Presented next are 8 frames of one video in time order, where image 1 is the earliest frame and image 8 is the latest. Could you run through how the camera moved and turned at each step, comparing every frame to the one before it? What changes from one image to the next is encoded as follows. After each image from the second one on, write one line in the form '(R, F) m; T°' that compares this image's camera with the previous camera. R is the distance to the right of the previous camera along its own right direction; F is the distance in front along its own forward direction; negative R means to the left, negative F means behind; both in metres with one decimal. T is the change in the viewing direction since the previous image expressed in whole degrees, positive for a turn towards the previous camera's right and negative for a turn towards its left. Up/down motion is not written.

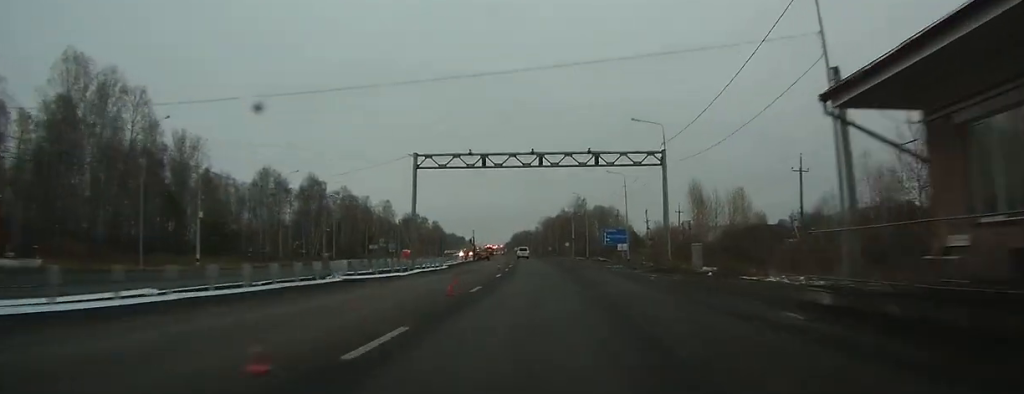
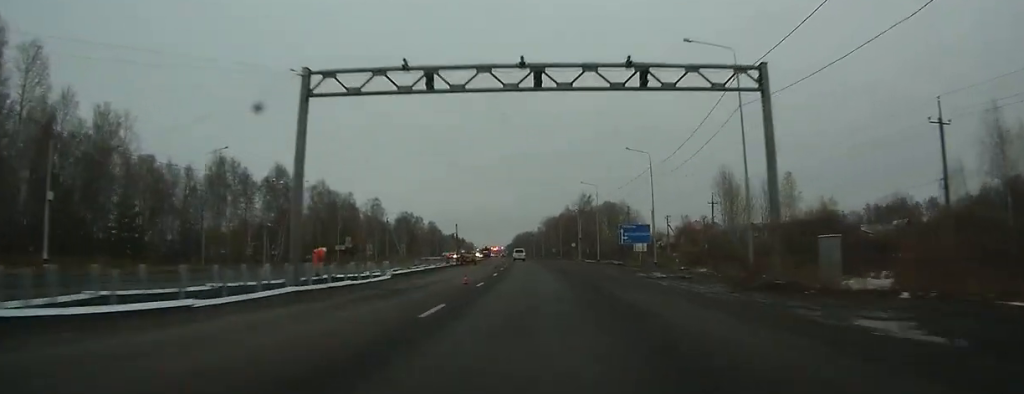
(-0.2, +19.1) m; 0°
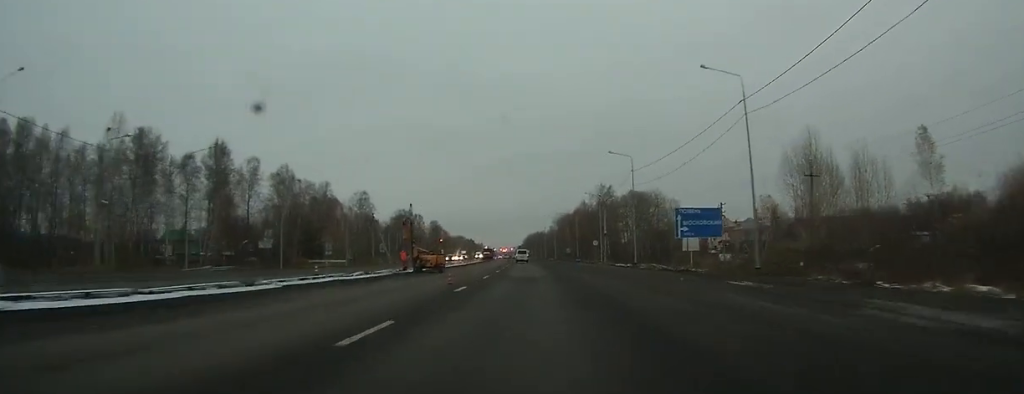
(-0.2, +28.4) m; -1°
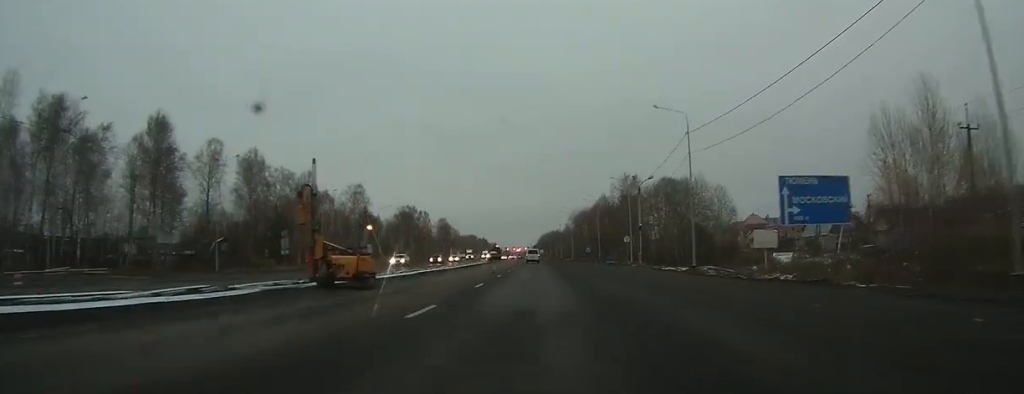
(+0.1, +19.9) m; -1°
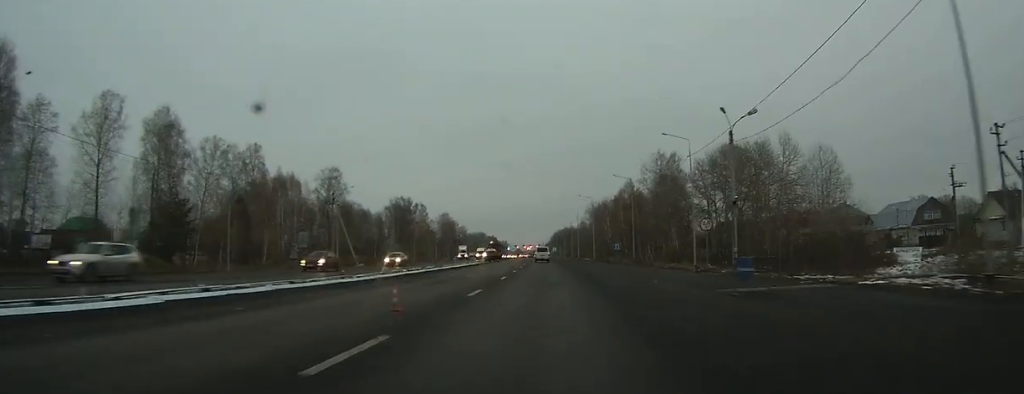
(-0.6, +30.0) m; -1°
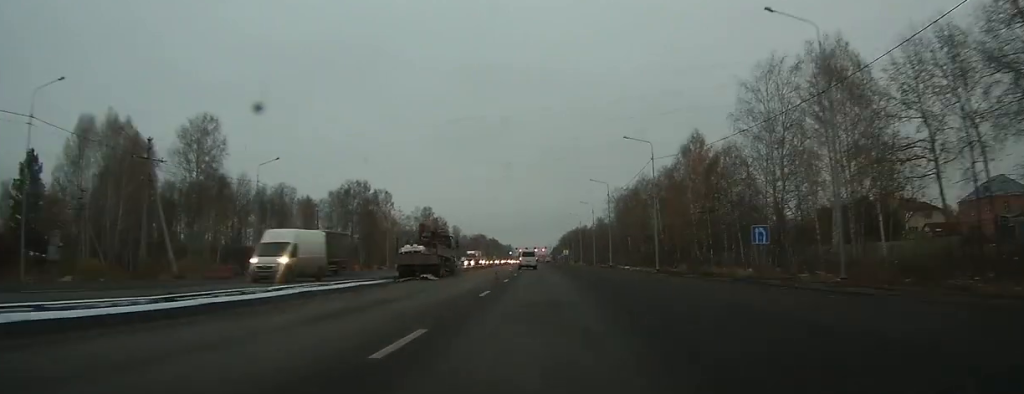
(-0.8, +59.9) m; -1°
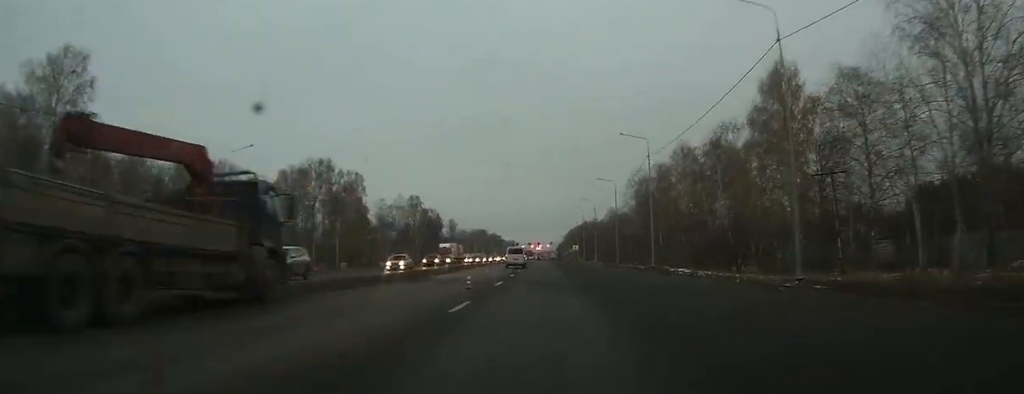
(-0.2, +30.1) m; -1°
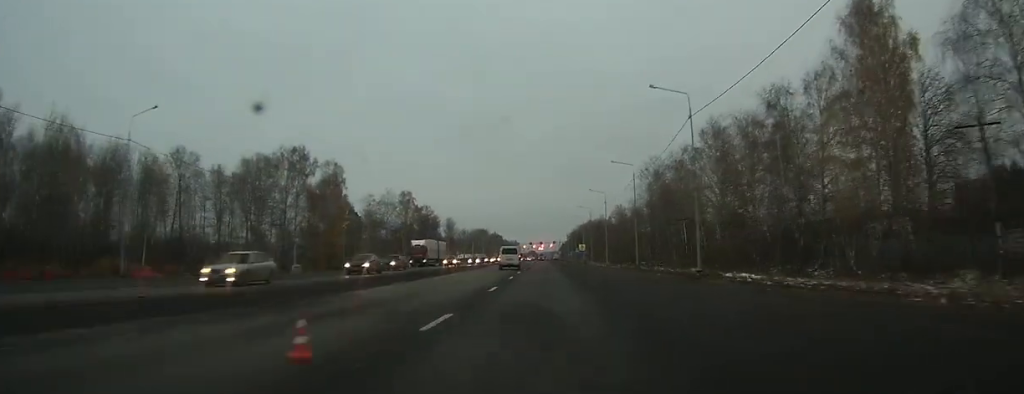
(0.0, +15.6) m; 0°
